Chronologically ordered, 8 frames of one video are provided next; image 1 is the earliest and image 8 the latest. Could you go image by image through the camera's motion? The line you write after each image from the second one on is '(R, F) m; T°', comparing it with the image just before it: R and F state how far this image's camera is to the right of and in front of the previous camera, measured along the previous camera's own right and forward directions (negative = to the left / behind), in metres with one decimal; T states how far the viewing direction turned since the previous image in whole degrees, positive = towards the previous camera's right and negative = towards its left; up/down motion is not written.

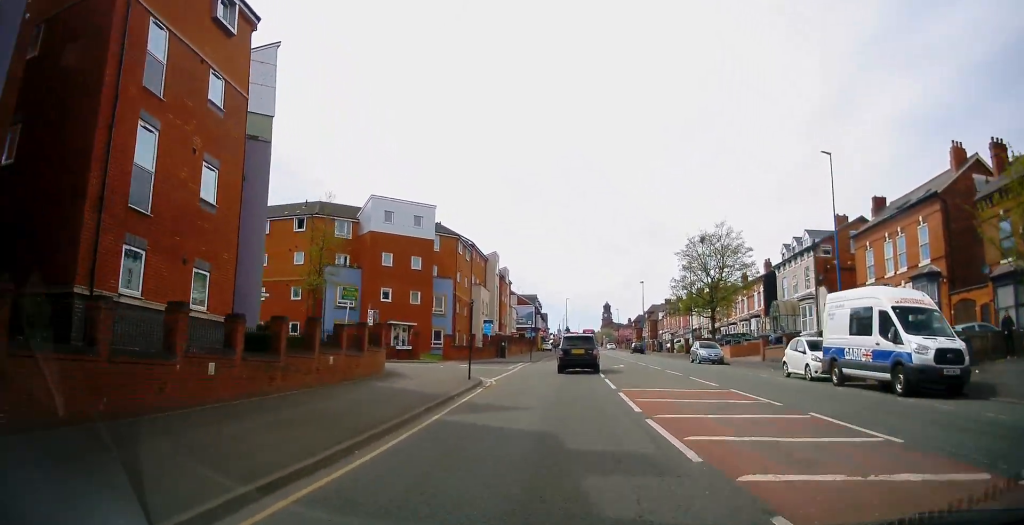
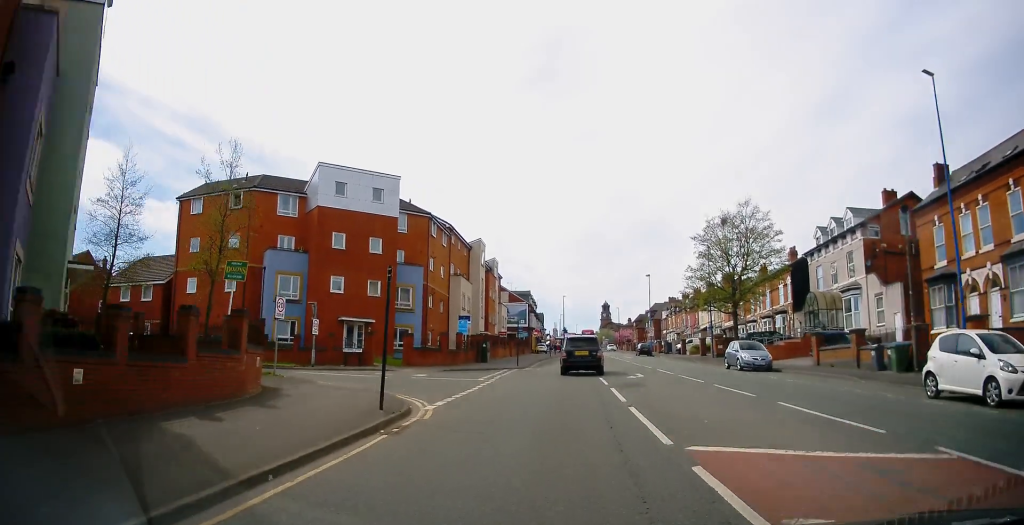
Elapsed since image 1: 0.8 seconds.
(+0.4, +9.7) m; 0°
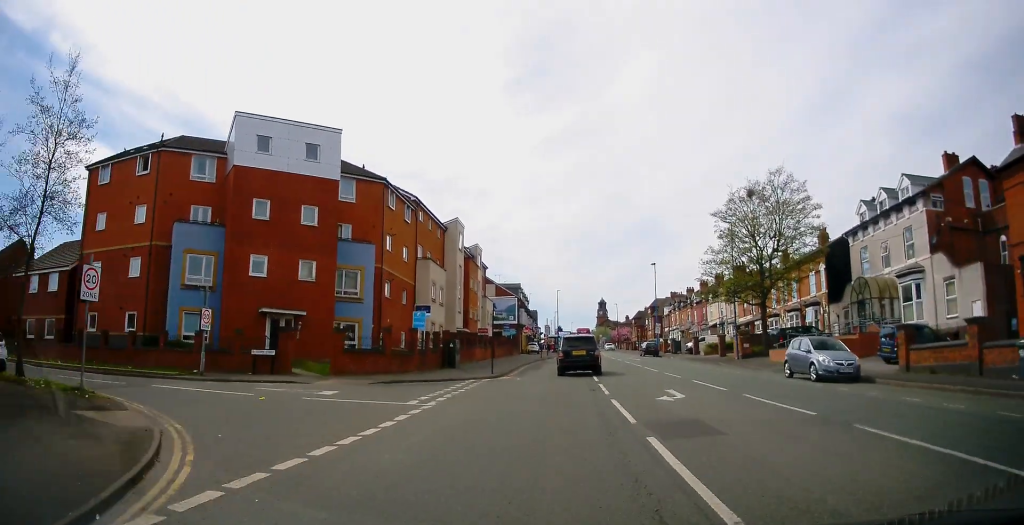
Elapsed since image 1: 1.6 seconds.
(-0.4, +9.5) m; 0°
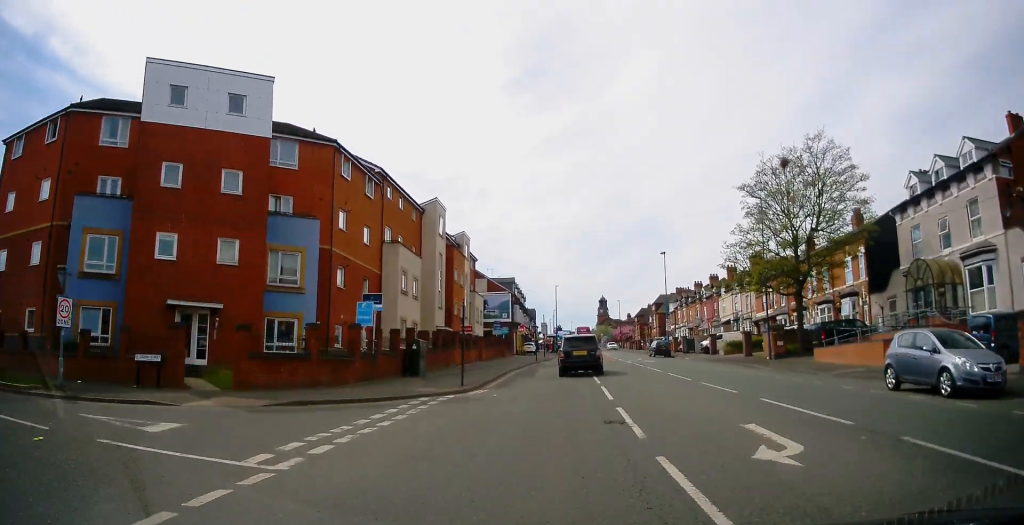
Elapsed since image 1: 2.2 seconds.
(+0.1, +7.4) m; +2°
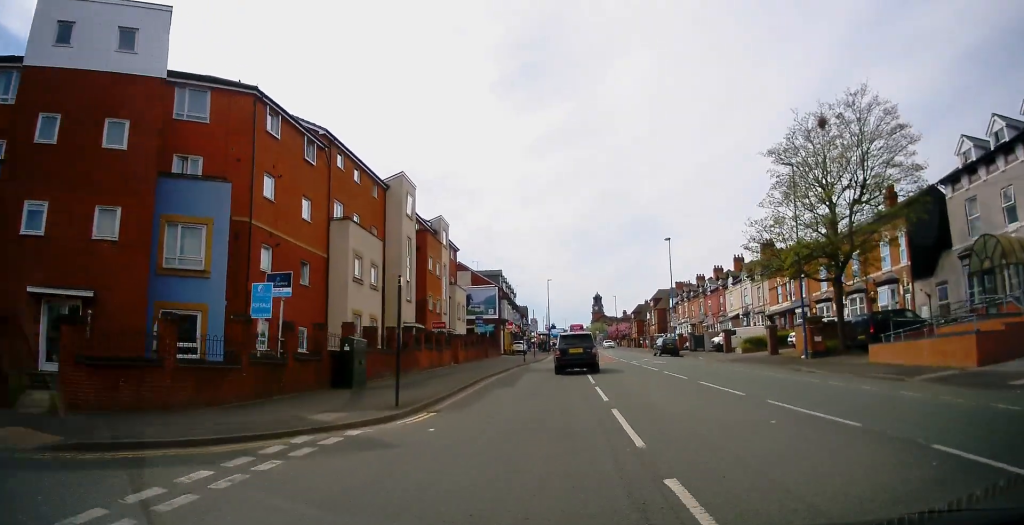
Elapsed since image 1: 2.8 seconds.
(0.0, +6.9) m; +3°
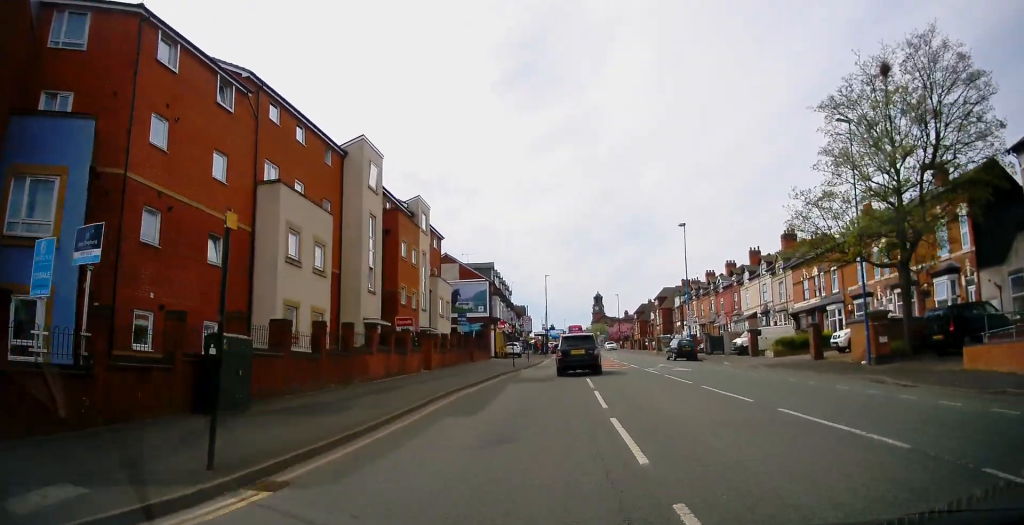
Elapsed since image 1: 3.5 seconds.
(+0.4, +7.1) m; 0°
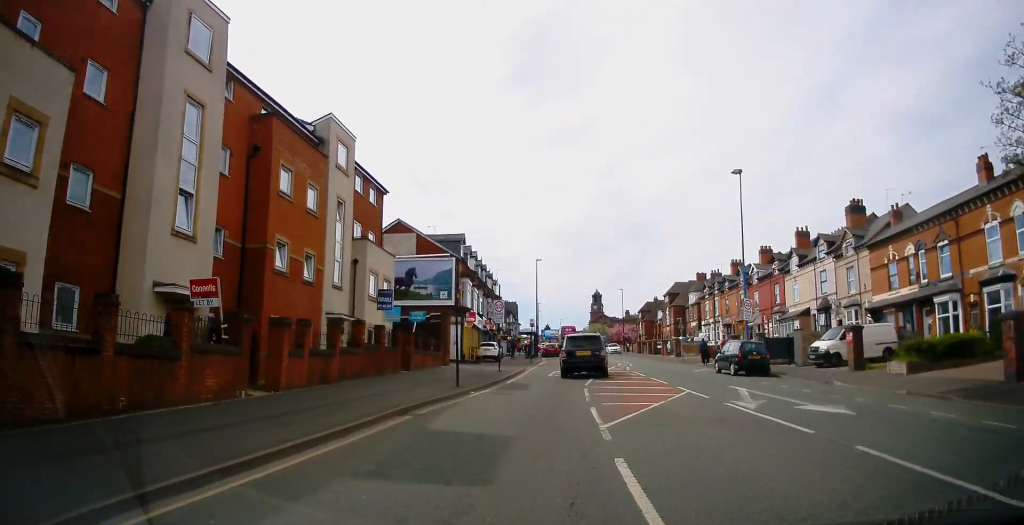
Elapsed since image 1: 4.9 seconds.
(-0.5, +15.7) m; -3°
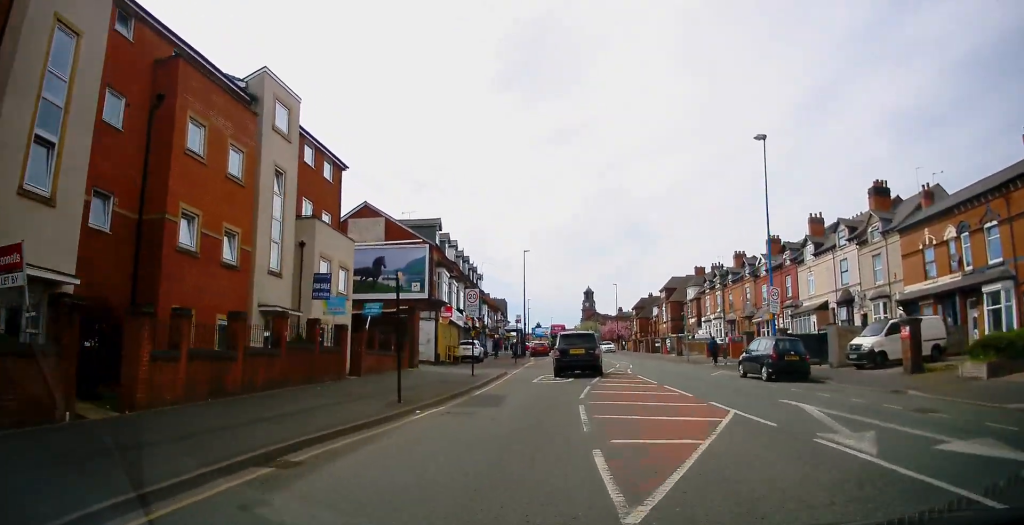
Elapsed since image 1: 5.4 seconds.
(0.0, +5.3) m; +1°
